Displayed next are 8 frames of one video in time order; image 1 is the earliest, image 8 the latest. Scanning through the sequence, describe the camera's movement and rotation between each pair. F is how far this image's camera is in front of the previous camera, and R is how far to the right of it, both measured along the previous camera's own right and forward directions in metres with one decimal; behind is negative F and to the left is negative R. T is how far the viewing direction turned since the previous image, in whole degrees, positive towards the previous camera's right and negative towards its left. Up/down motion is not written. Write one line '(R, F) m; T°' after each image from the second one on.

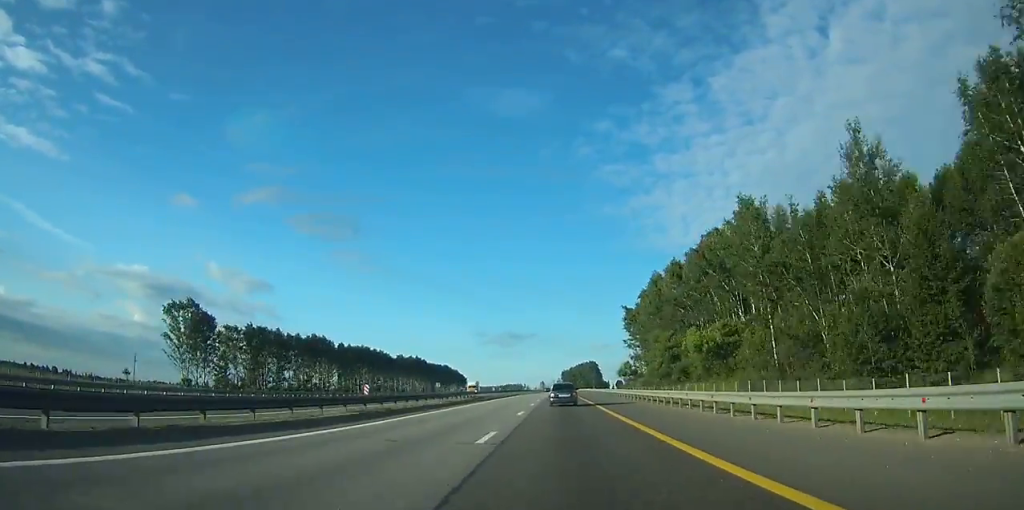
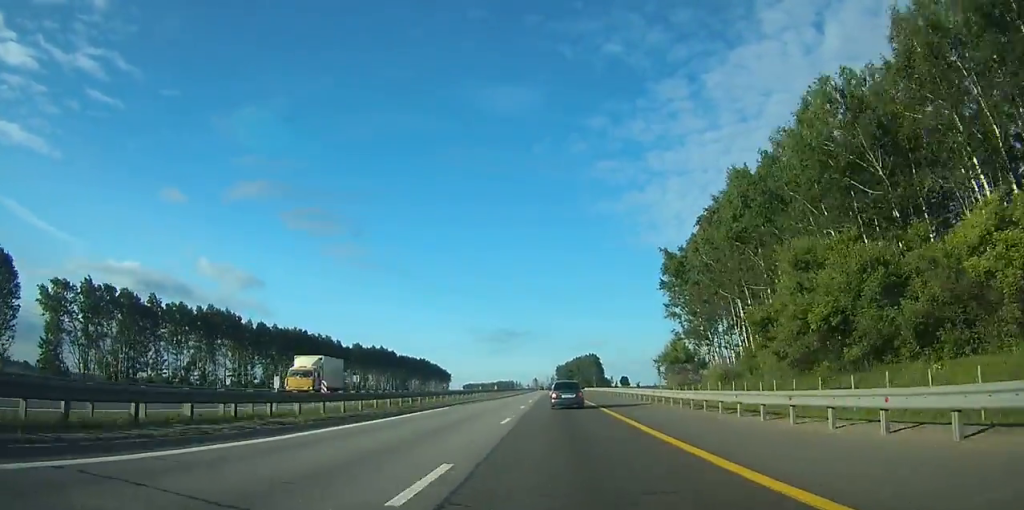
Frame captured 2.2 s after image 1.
(+0.1, +51.1) m; 0°
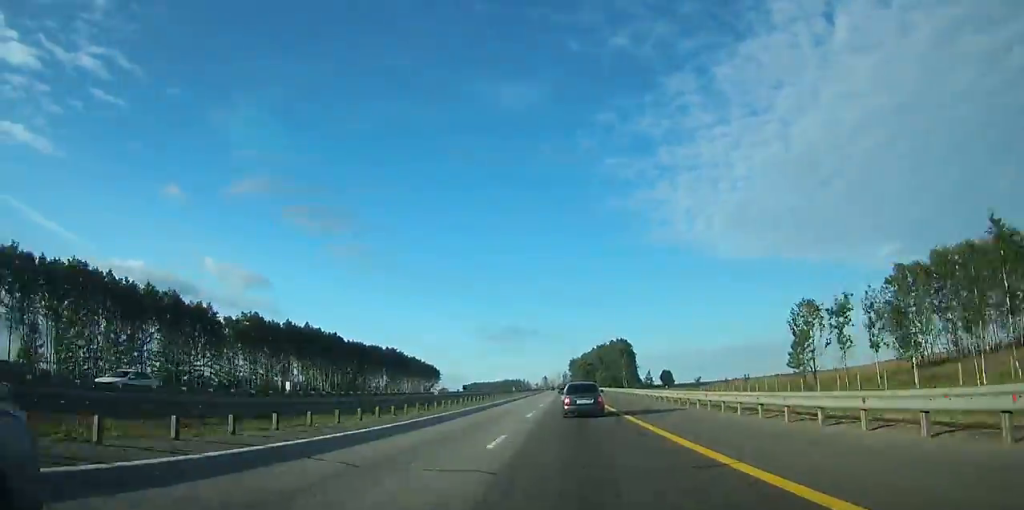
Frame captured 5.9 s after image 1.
(-0.2, +91.0) m; -1°
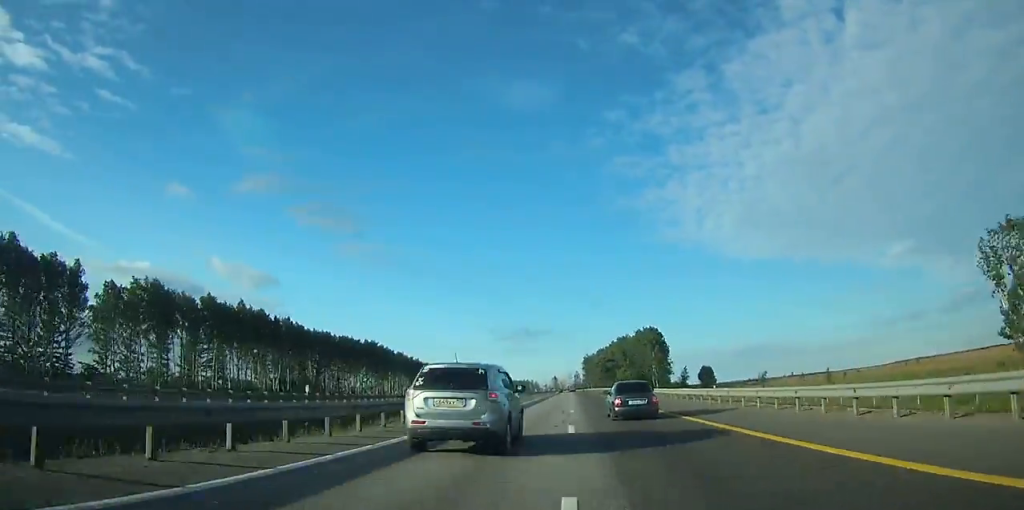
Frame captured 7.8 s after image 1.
(-0.2, +48.0) m; 0°
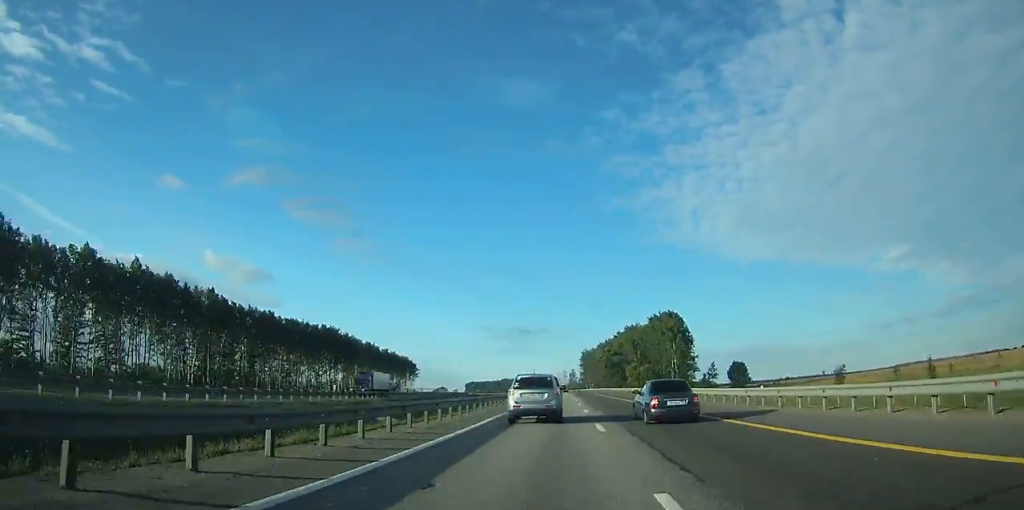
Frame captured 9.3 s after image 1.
(-0.3, +38.0) m; 0°
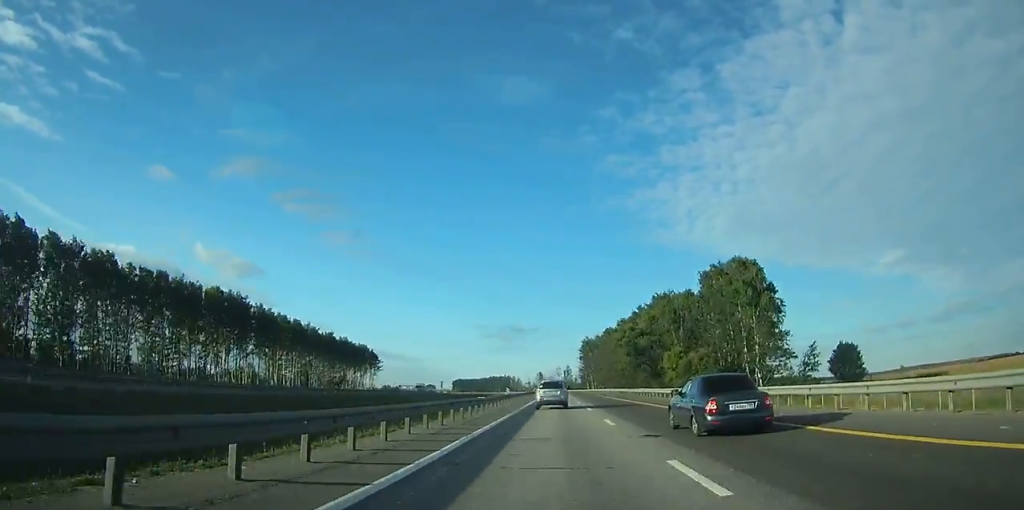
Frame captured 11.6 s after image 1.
(+0.2, +62.6) m; 0°
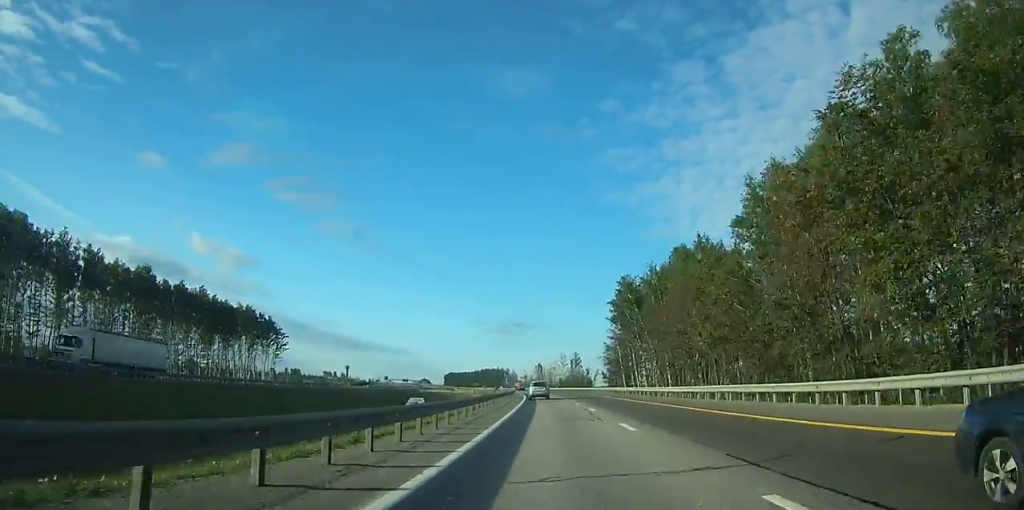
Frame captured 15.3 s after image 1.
(0.0, +107.0) m; -1°
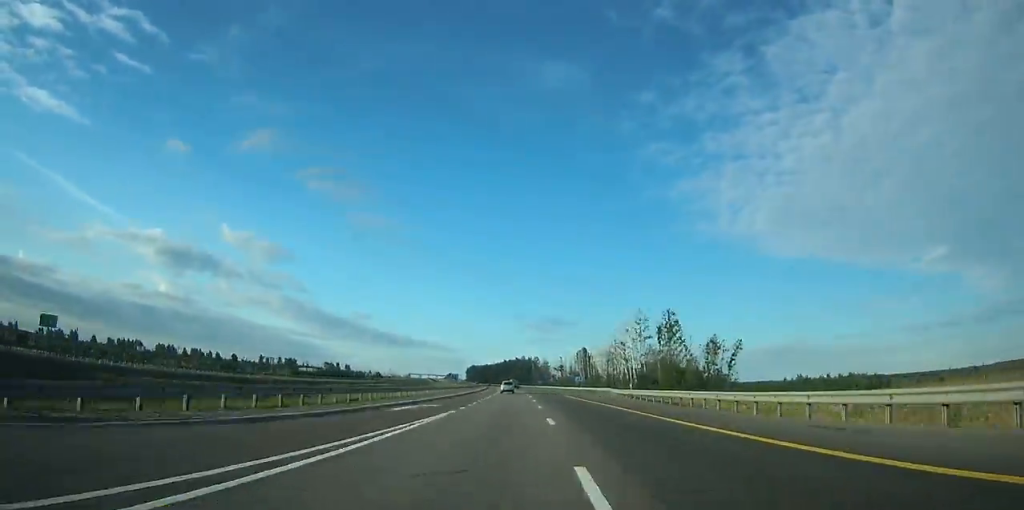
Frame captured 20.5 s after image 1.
(-4.7, +146.2) m; -4°
